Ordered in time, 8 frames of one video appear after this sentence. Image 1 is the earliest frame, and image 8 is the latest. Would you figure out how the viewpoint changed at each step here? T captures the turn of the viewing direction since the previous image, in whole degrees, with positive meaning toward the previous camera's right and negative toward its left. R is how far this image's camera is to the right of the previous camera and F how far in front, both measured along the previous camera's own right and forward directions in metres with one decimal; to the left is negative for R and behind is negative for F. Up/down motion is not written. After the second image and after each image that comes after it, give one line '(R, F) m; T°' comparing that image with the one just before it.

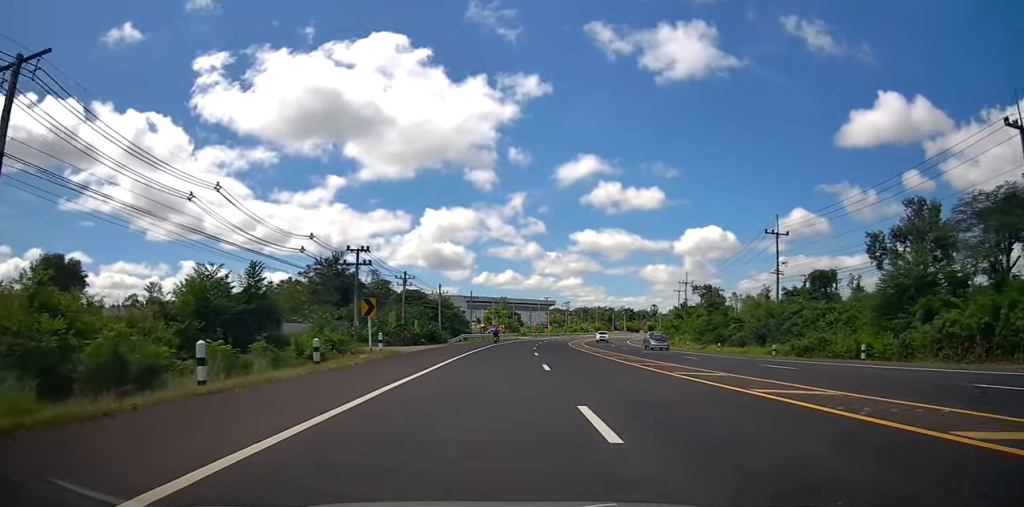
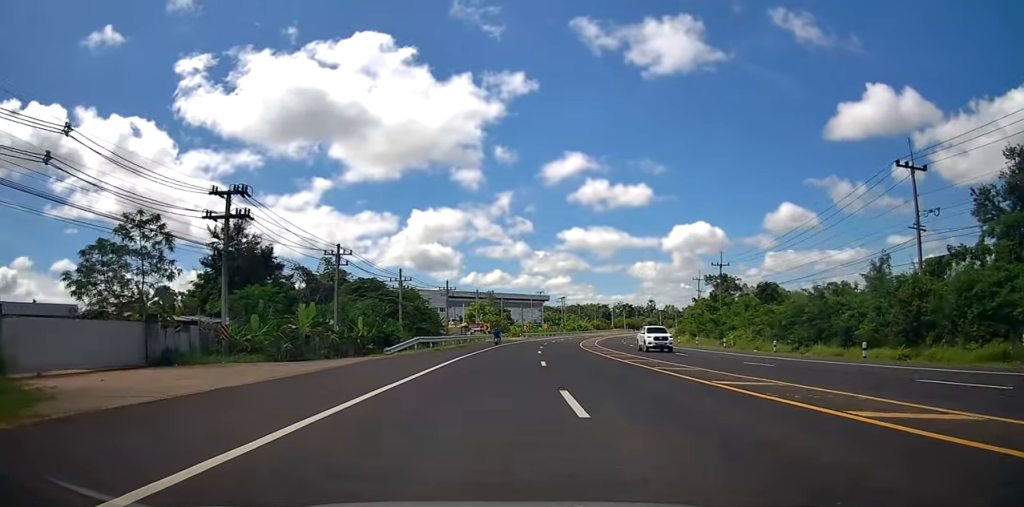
(+0.1, +22.0) m; +2°
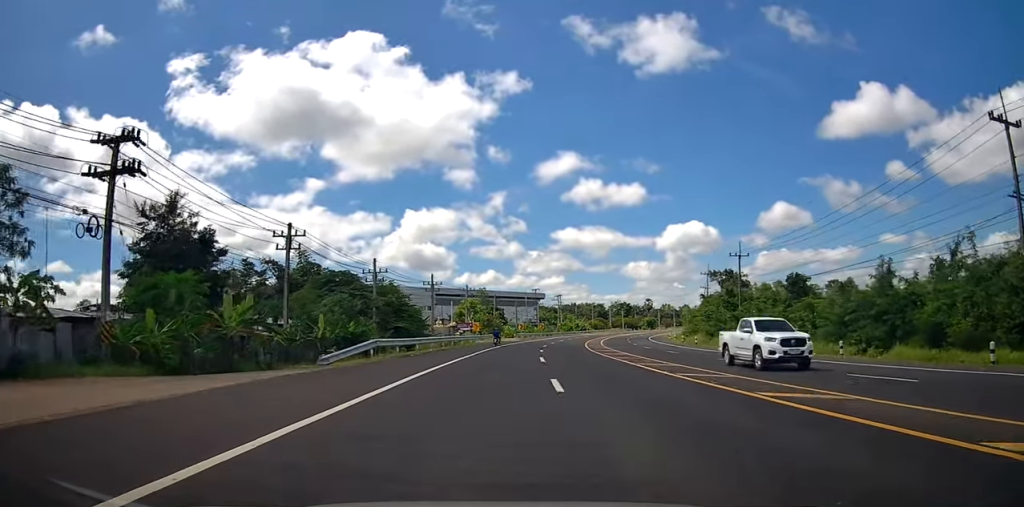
(+0.2, +8.9) m; +1°
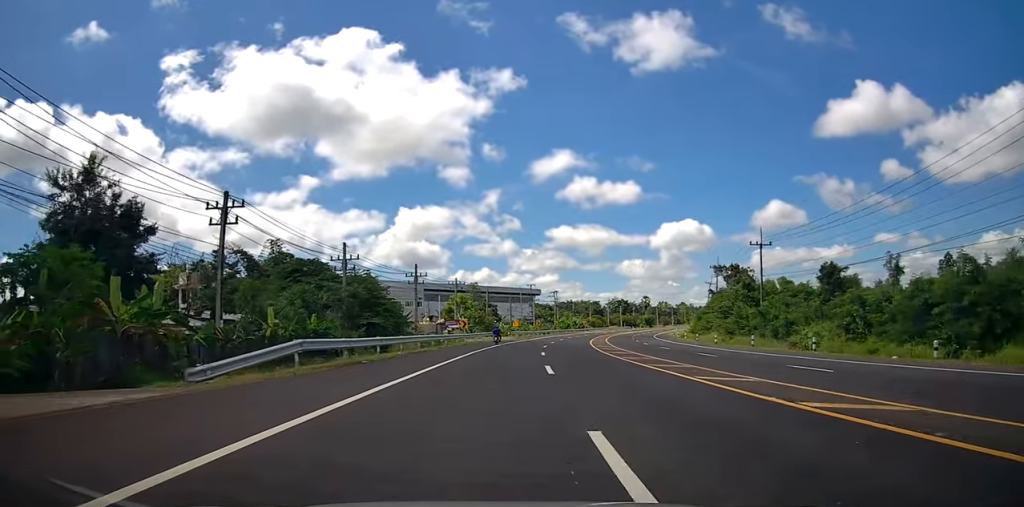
(+0.1, +7.9) m; +1°
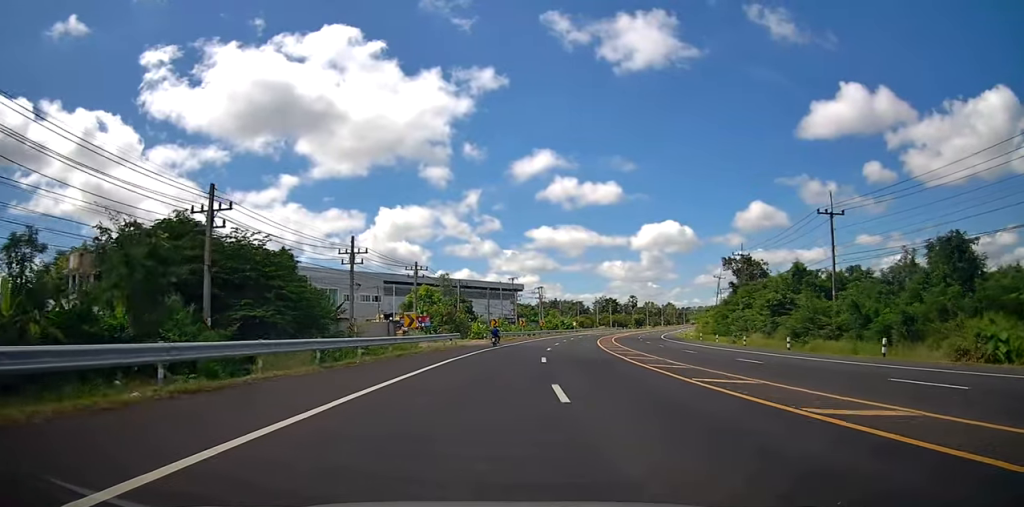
(+0.2, +18.5) m; 0°
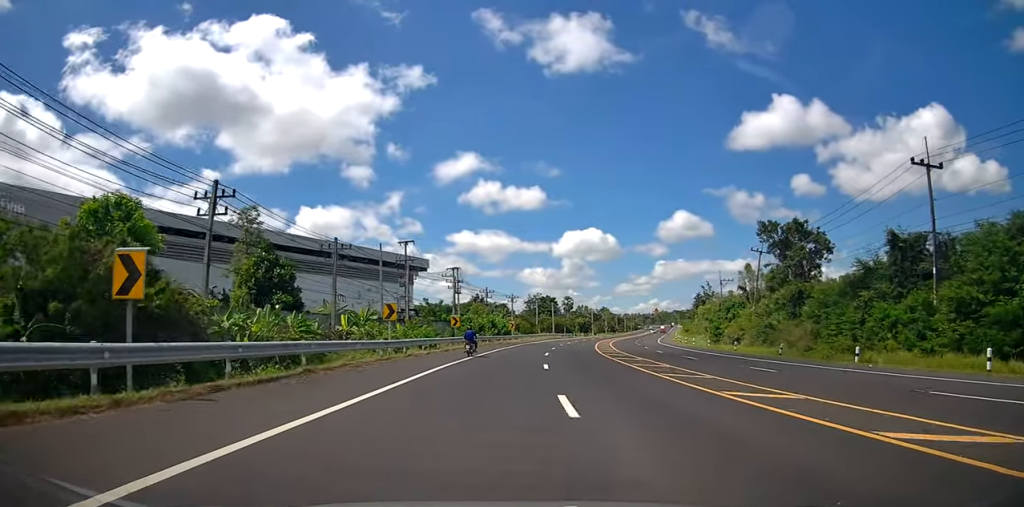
(+3.0, +51.0) m; +7°
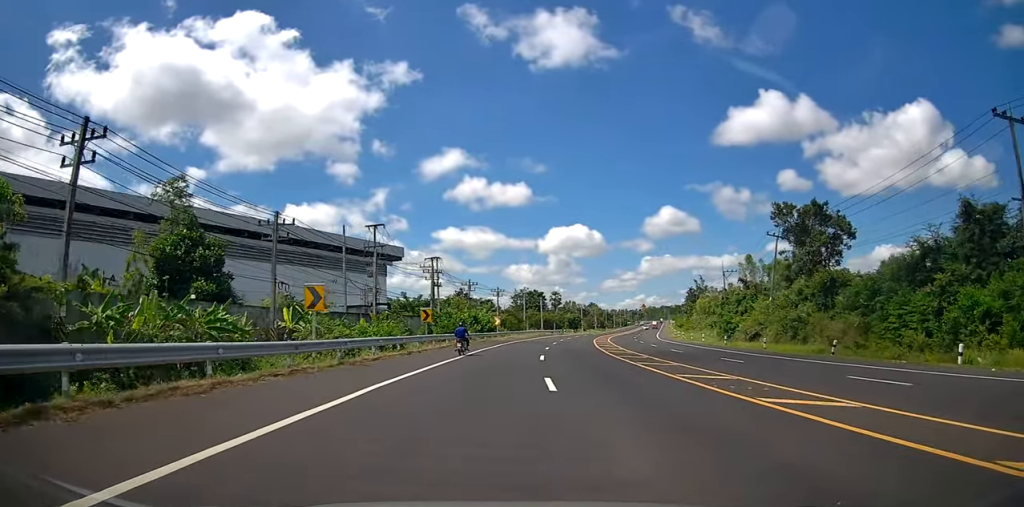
(+0.2, +8.6) m; +2°
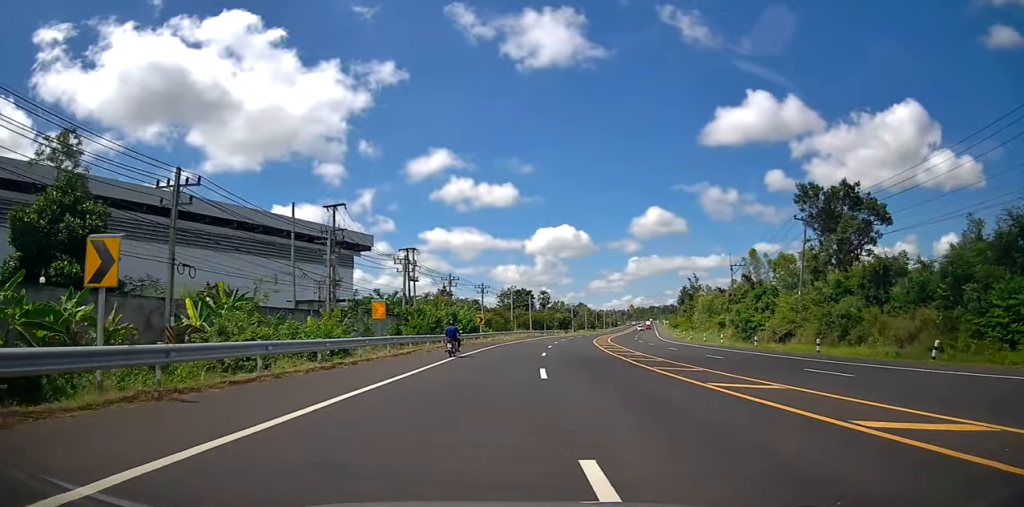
(+0.2, +9.5) m; +2°
